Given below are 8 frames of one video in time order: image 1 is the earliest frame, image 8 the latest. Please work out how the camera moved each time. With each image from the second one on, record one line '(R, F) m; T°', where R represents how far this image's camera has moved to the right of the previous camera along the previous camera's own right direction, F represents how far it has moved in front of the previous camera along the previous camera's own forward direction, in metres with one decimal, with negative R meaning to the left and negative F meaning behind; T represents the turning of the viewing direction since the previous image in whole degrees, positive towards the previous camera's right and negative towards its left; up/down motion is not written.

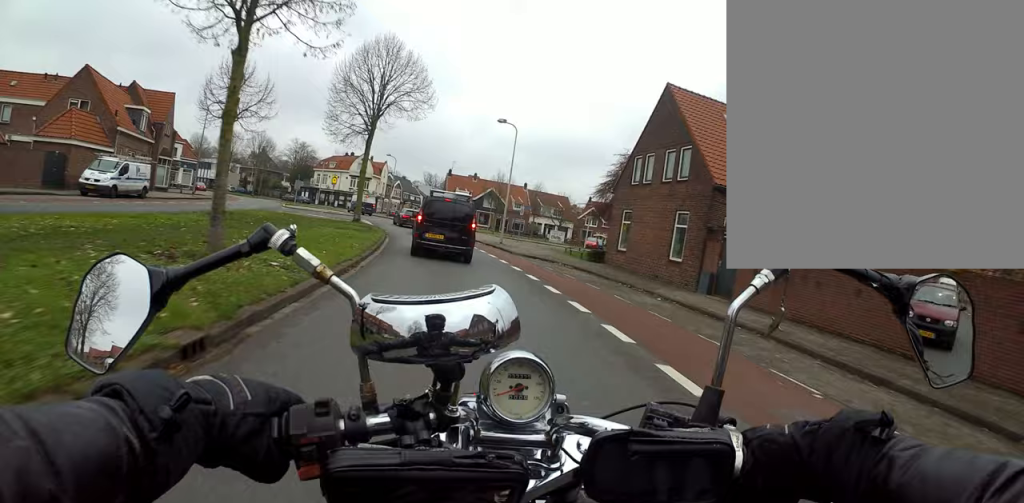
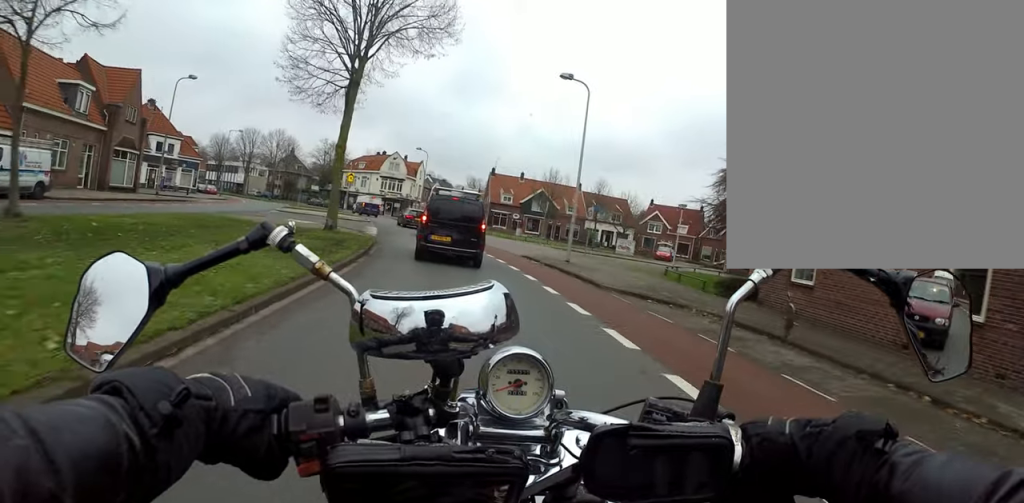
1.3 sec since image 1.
(-1.1, +9.3) m; -5°
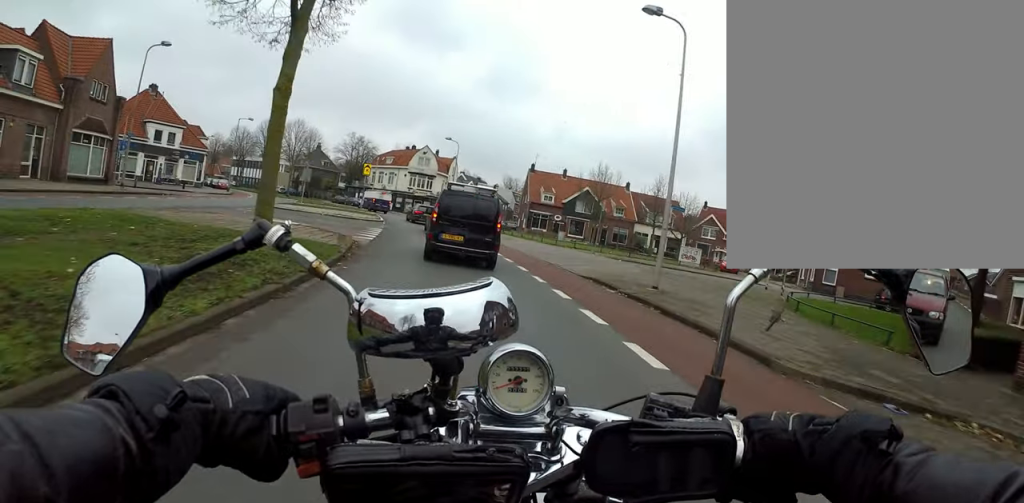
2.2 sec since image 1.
(+0.5, +6.9) m; -2°
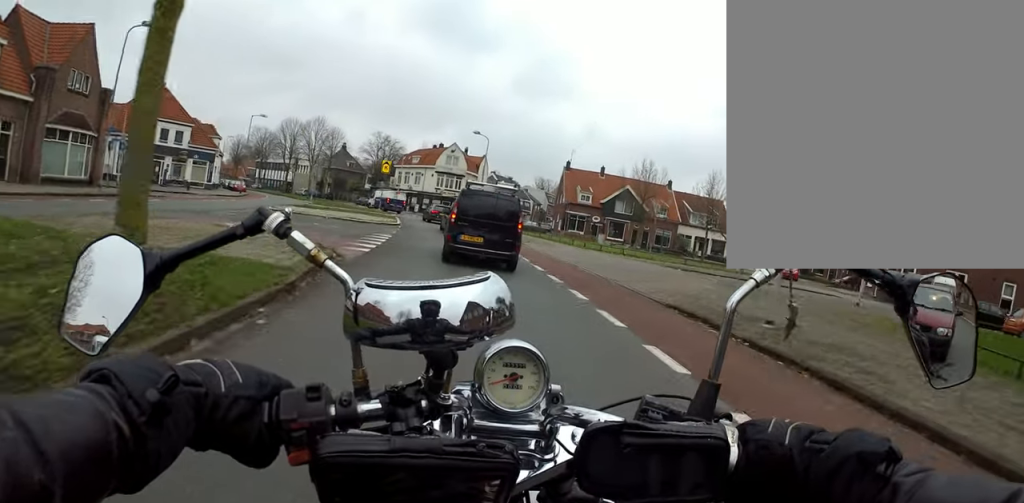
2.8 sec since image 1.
(-0.5, +4.8) m; -4°
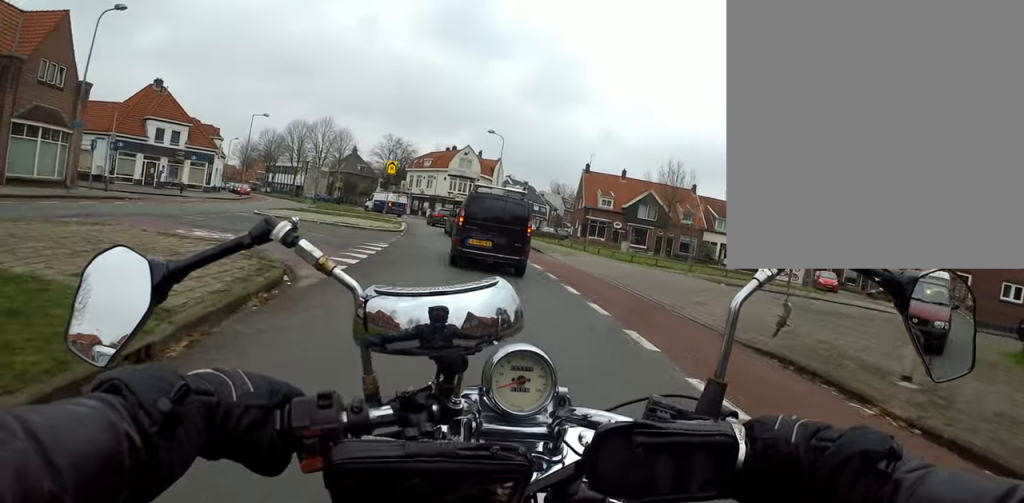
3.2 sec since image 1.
(-0.1, +3.6) m; -3°
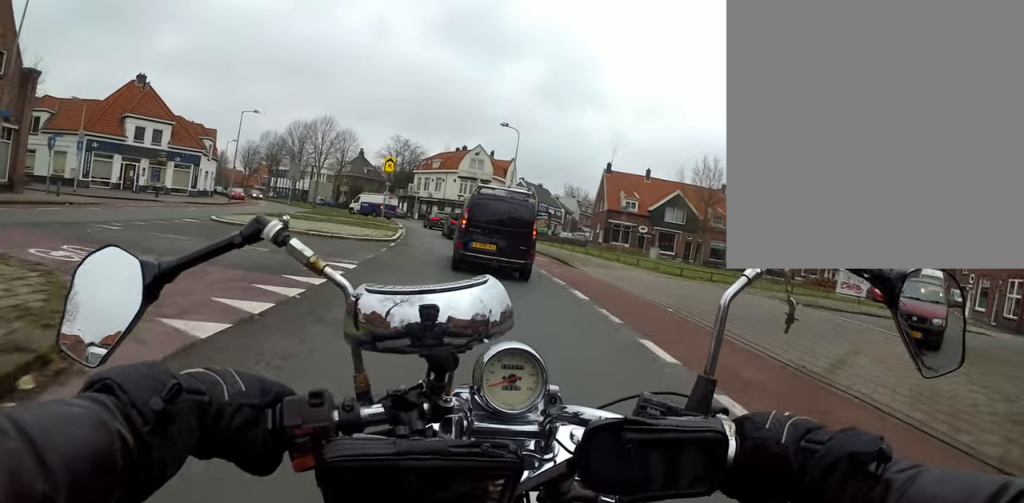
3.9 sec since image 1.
(+0.1, +5.5) m; -3°
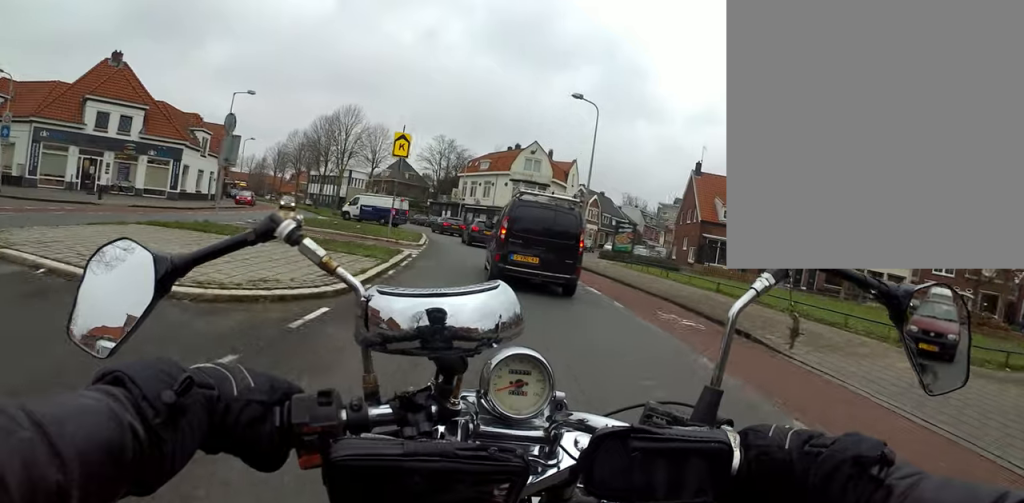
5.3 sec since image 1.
(-1.0, +12.6) m; -7°
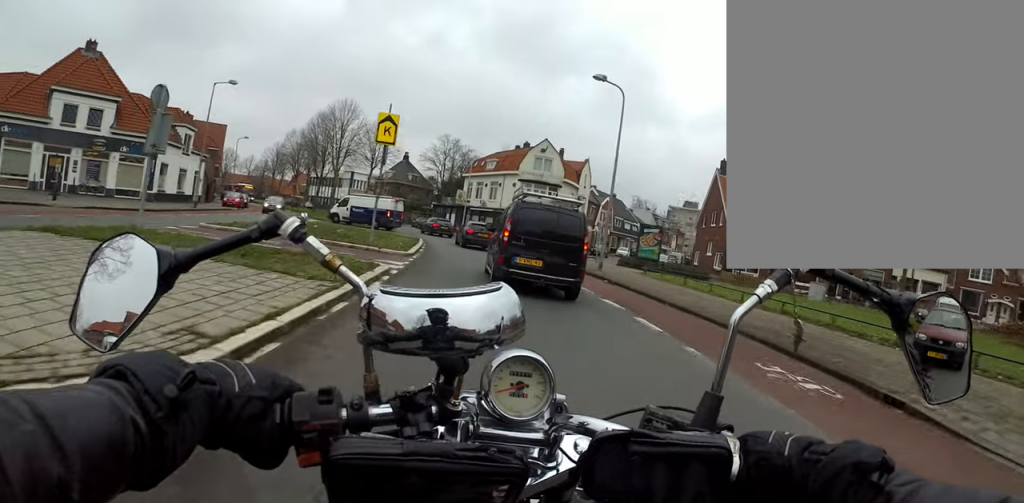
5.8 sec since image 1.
(0.0, +4.3) m; 0°
